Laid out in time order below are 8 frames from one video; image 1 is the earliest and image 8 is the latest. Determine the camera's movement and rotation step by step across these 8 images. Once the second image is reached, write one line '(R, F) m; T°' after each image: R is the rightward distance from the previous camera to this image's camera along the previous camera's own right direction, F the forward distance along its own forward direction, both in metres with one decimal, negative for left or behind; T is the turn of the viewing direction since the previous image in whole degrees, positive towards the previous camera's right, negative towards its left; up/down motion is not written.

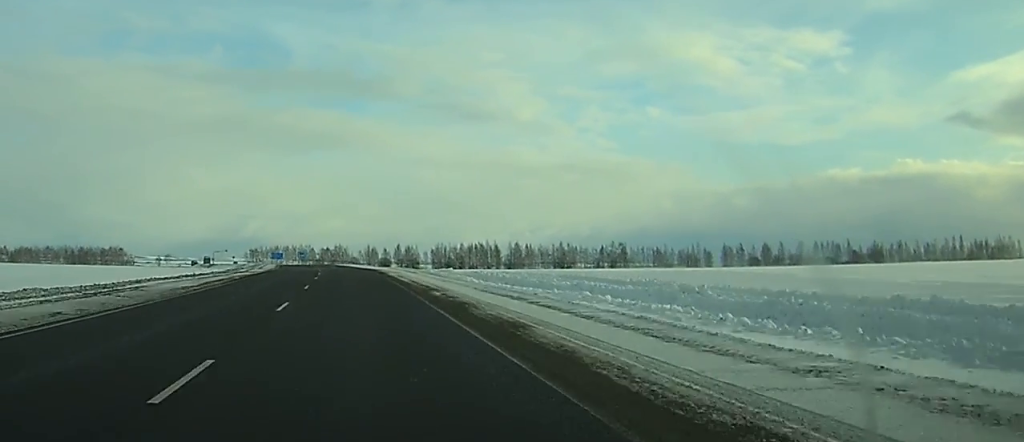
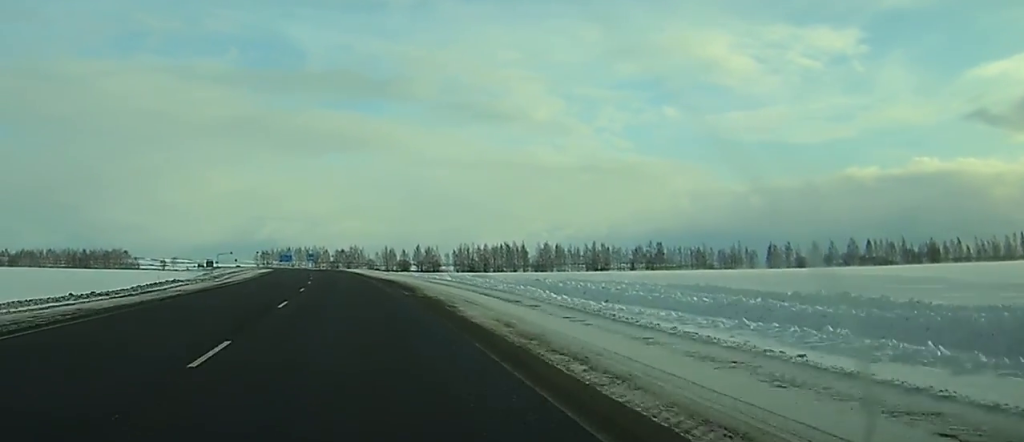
(-0.7, +31.3) m; -2°
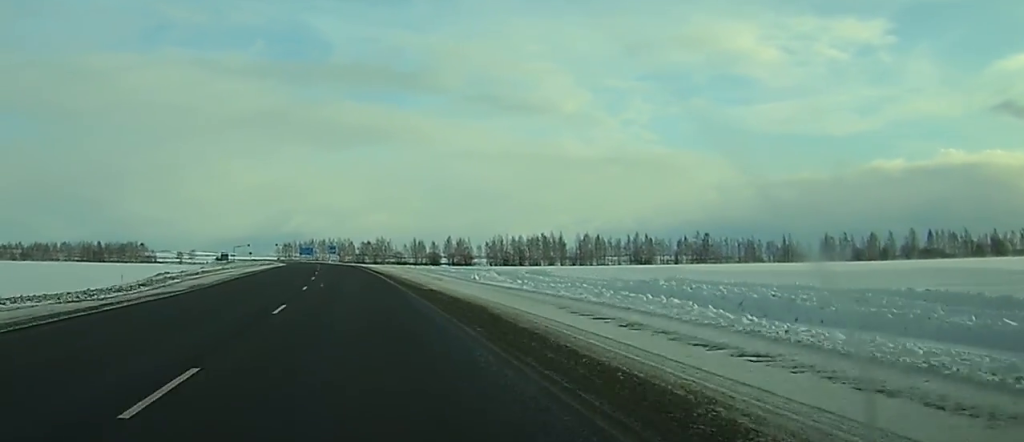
(-0.1, +25.9) m; 0°
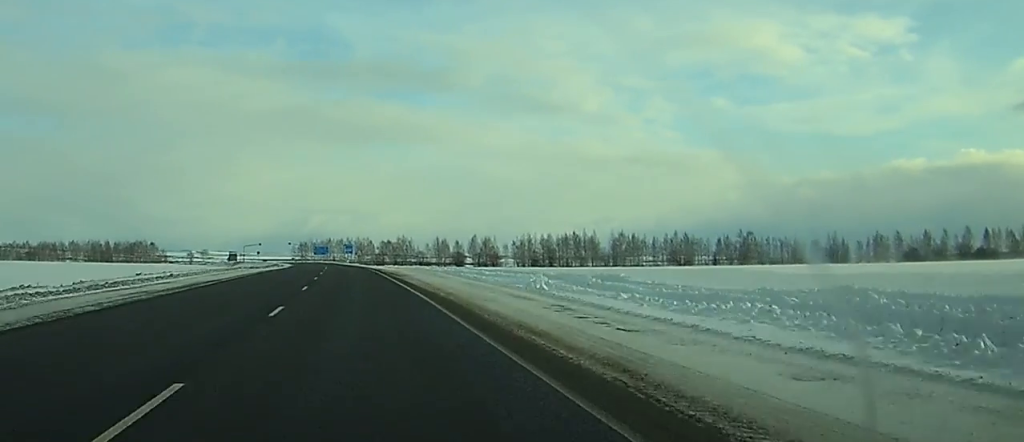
(+0.1, +24.4) m; 0°
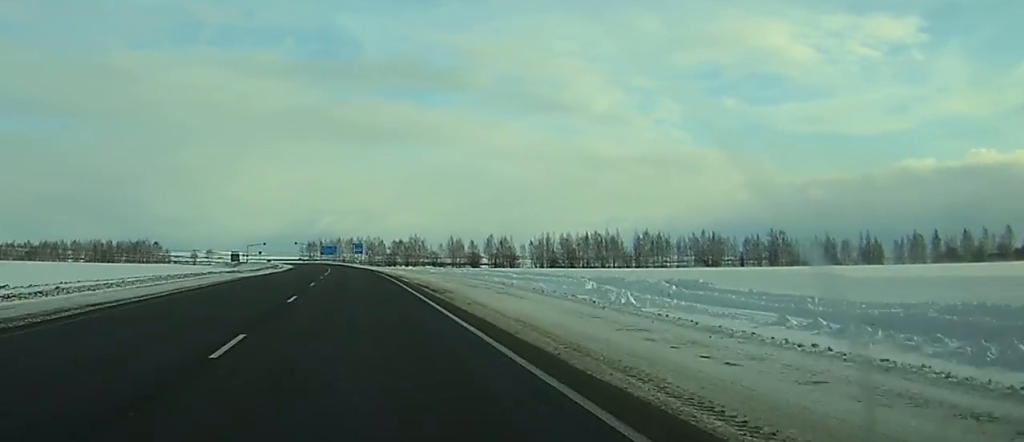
(-0.2, +18.6) m; -1°
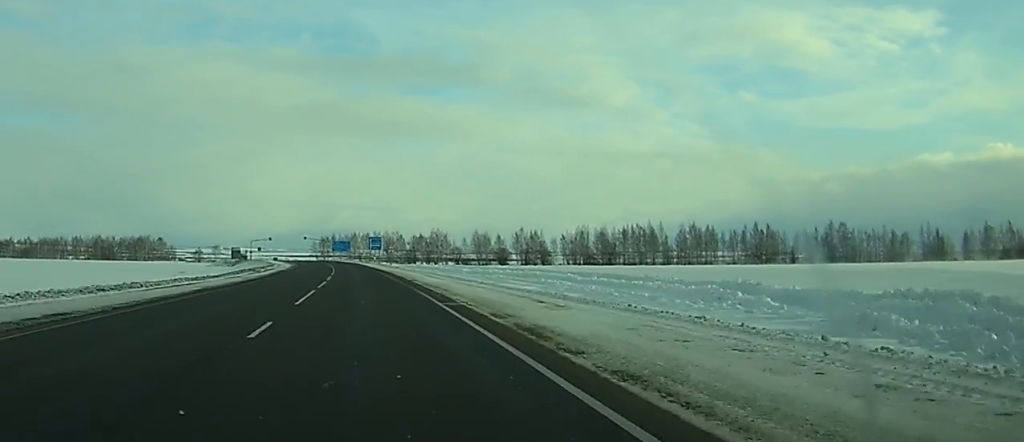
(-0.4, +33.3) m; -1°
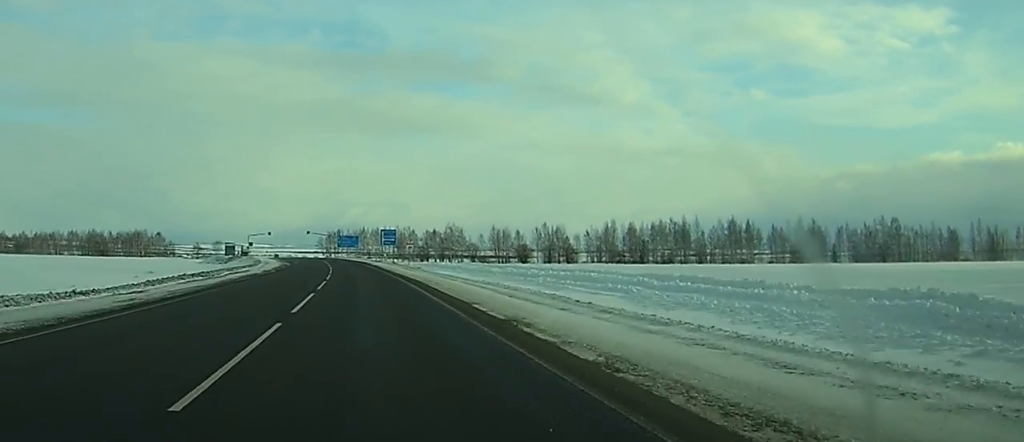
(-0.2, +27.1) m; -1°
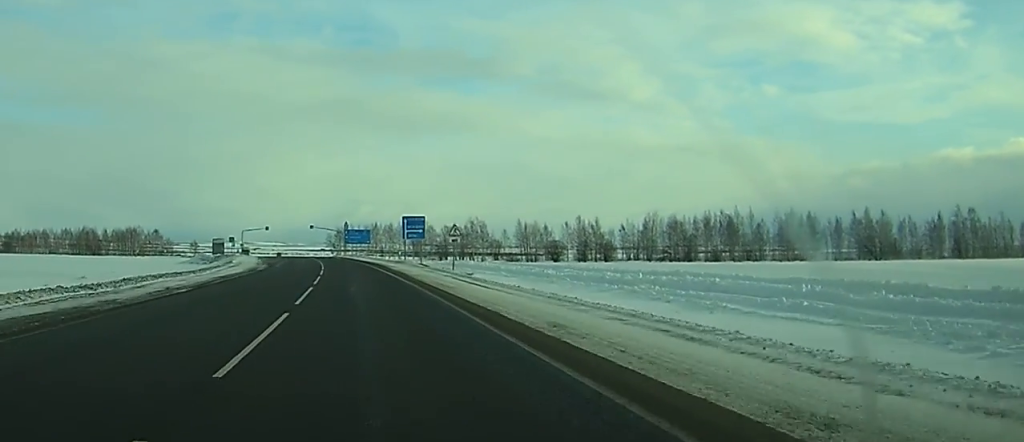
(-0.2, +34.2) m; -1°
